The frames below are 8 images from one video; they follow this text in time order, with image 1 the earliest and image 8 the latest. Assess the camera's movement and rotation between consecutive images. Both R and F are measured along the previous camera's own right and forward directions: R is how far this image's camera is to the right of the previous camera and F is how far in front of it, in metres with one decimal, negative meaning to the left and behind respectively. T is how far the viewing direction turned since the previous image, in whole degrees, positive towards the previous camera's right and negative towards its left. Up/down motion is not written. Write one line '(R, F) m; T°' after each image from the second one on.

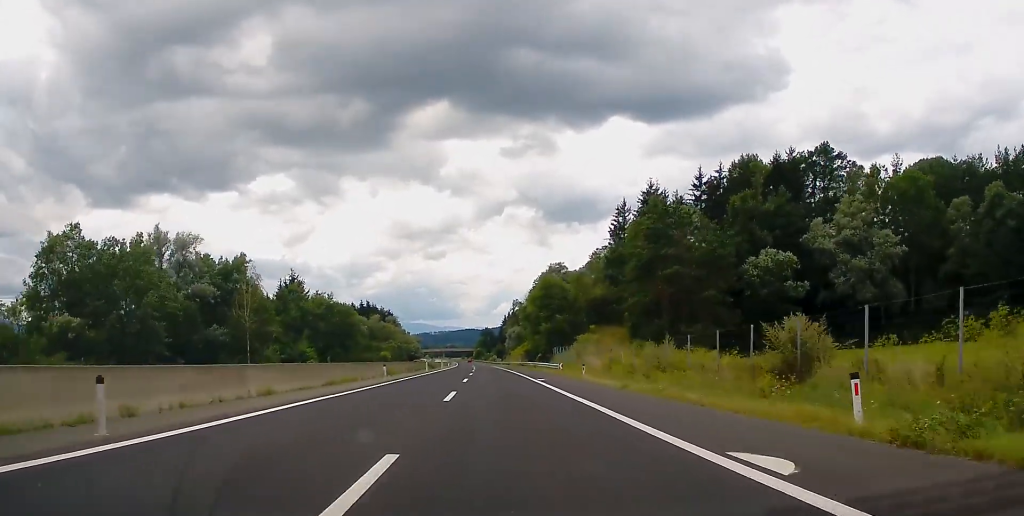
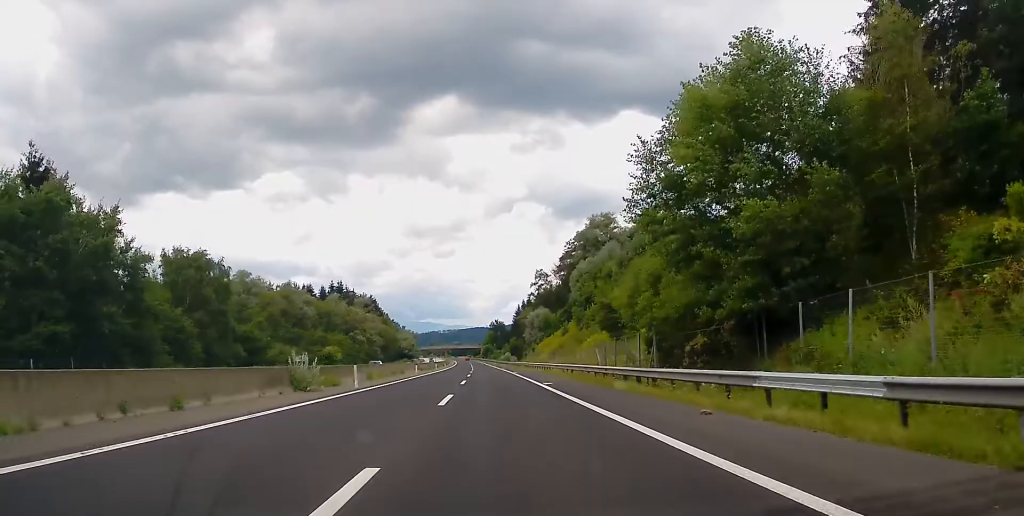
(-0.3, +75.0) m; 0°
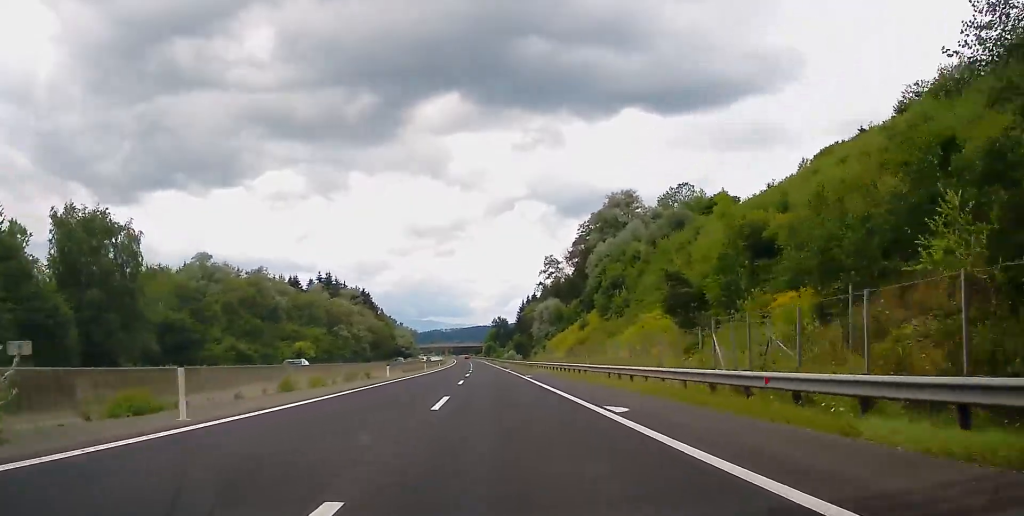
(+0.1, +19.9) m; 0°
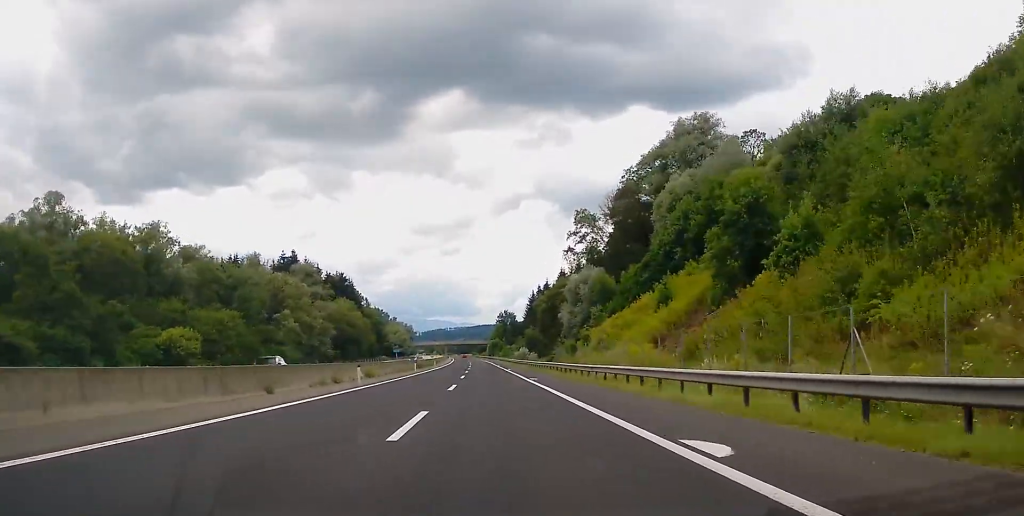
(-0.3, +42.5) m; -1°
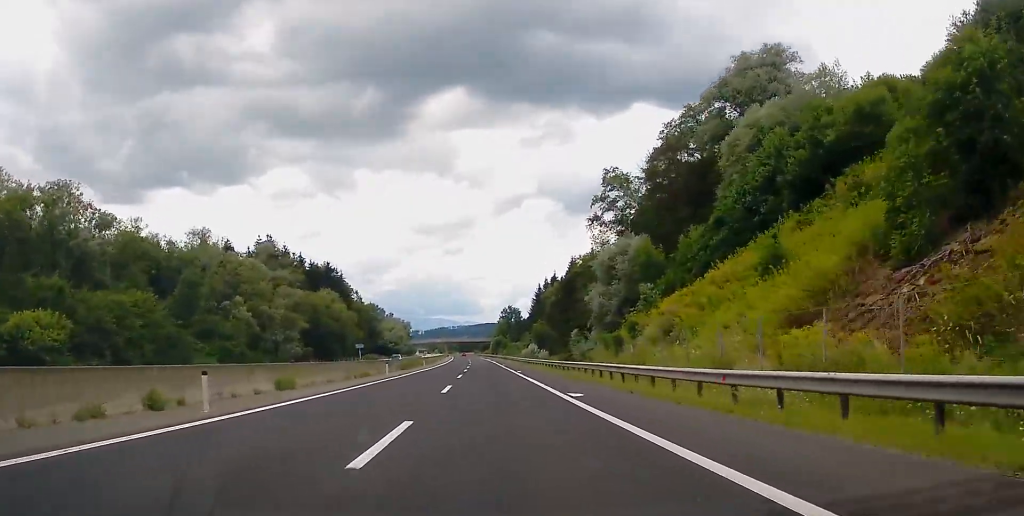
(-0.1, +20.7) m; 0°
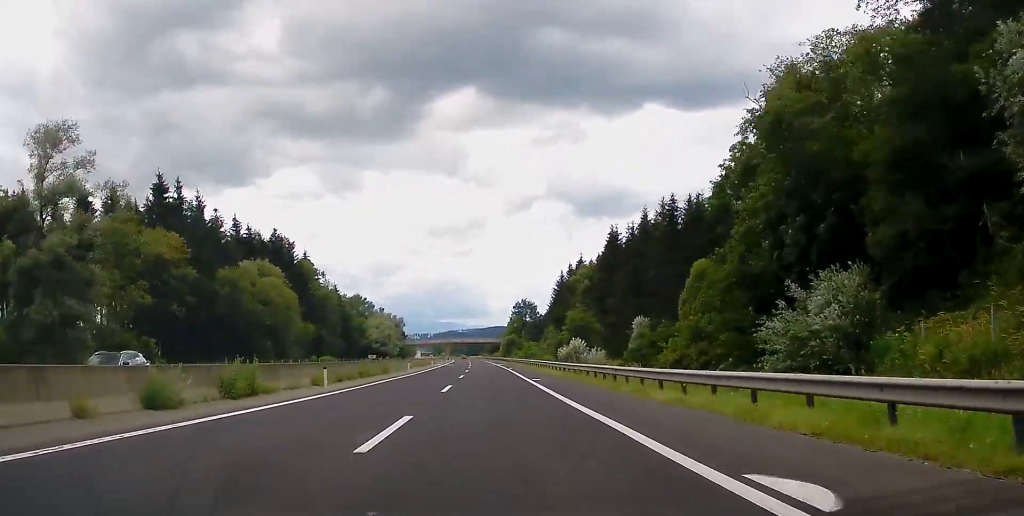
(0.0, +52.0) m; 0°
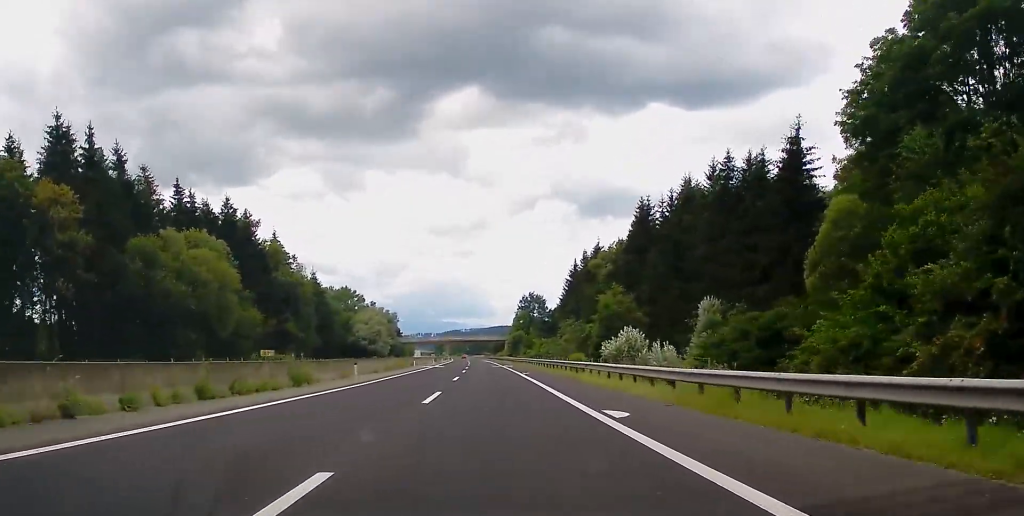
(-0.1, +25.8) m; 0°
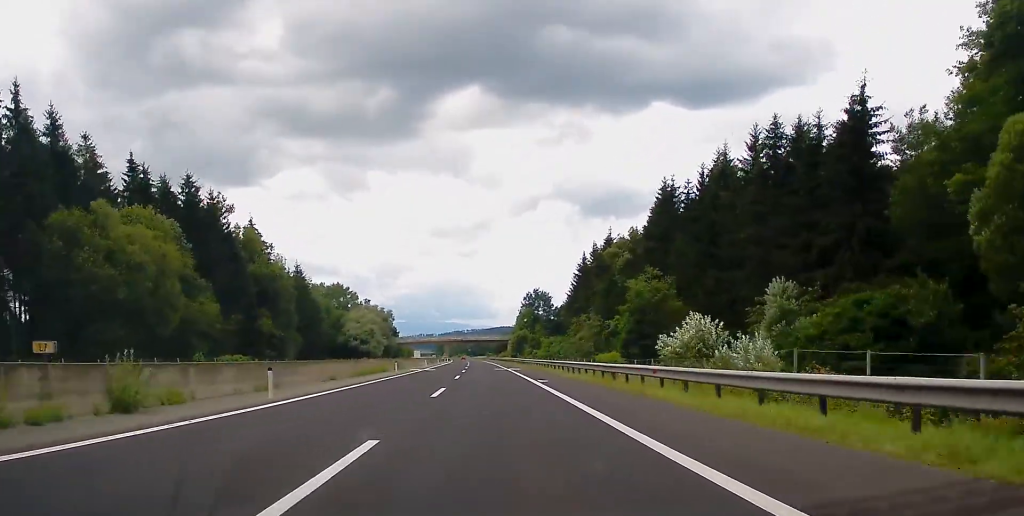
(-0.1, +14.8) m; 0°
